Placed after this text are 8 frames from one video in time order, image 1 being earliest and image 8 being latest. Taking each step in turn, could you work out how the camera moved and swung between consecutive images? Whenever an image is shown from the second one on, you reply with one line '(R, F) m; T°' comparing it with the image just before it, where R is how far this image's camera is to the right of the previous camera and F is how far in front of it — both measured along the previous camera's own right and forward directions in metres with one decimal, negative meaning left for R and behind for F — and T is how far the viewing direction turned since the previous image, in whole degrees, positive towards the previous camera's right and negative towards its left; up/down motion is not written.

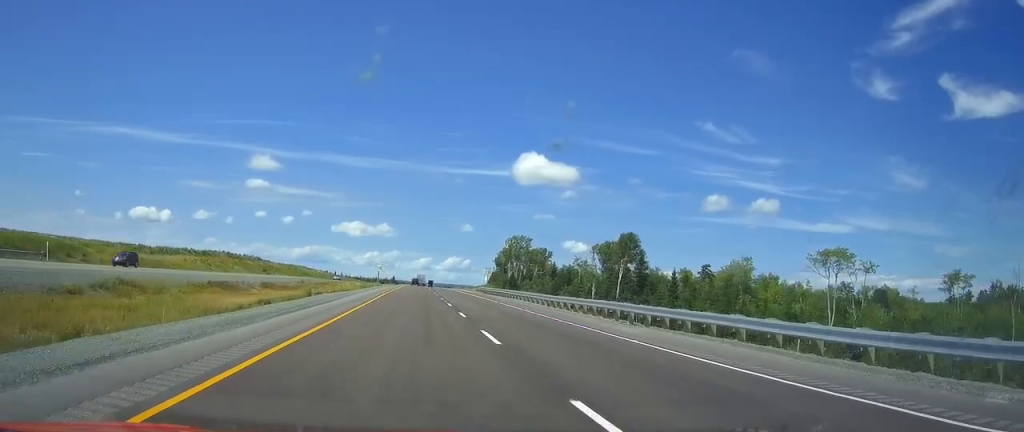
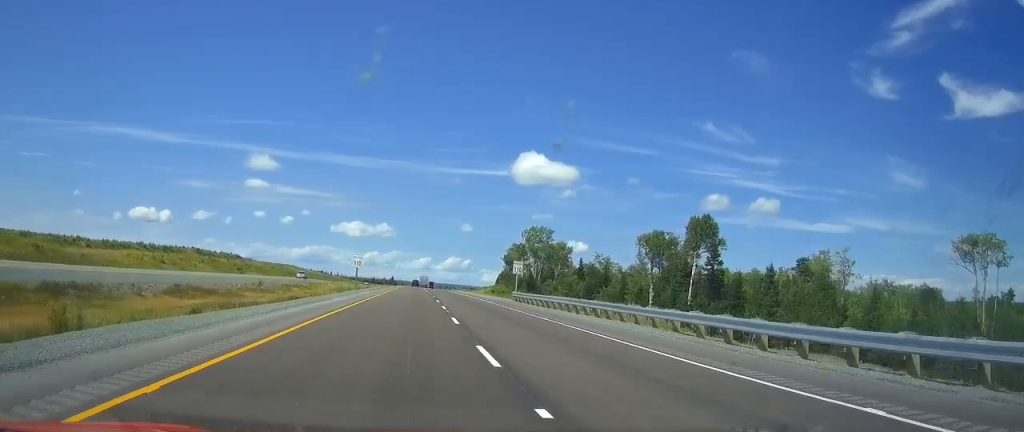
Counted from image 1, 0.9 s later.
(+0.1, +30.6) m; 0°
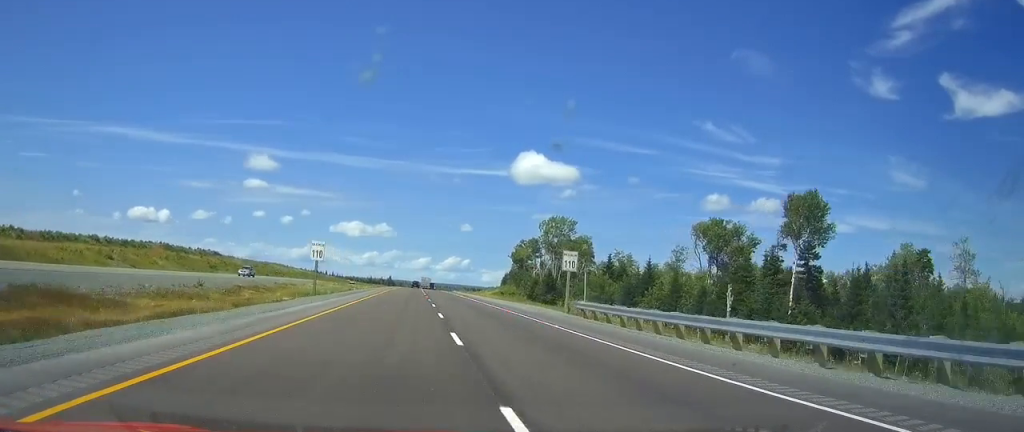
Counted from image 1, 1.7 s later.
(0.0, +24.0) m; 0°
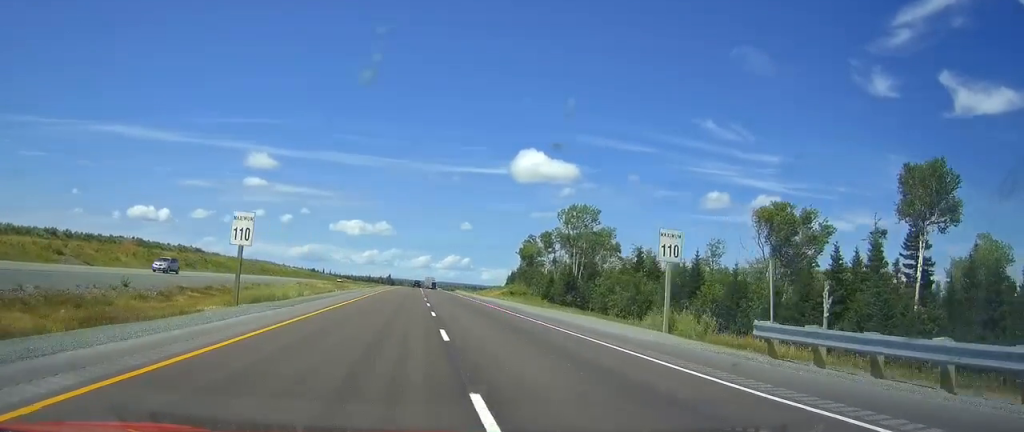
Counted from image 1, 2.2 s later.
(0.0, +17.5) m; 0°
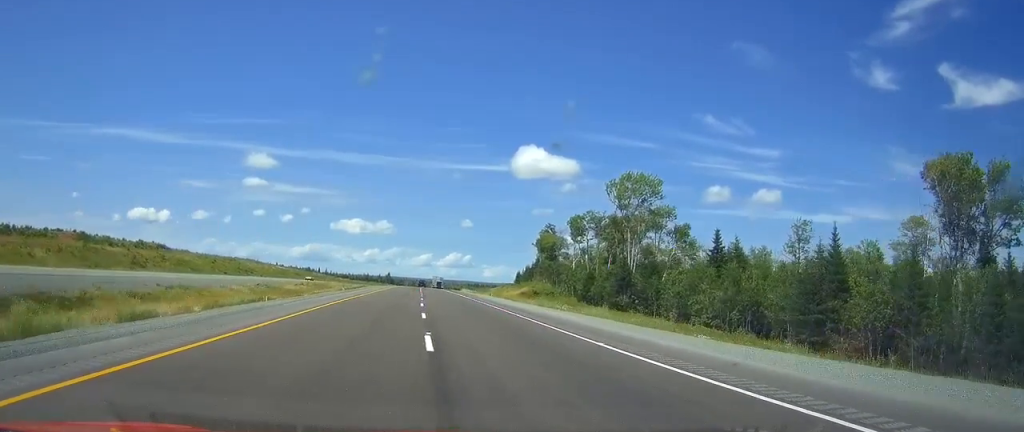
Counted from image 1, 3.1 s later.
(+0.1, +29.5) m; 0°
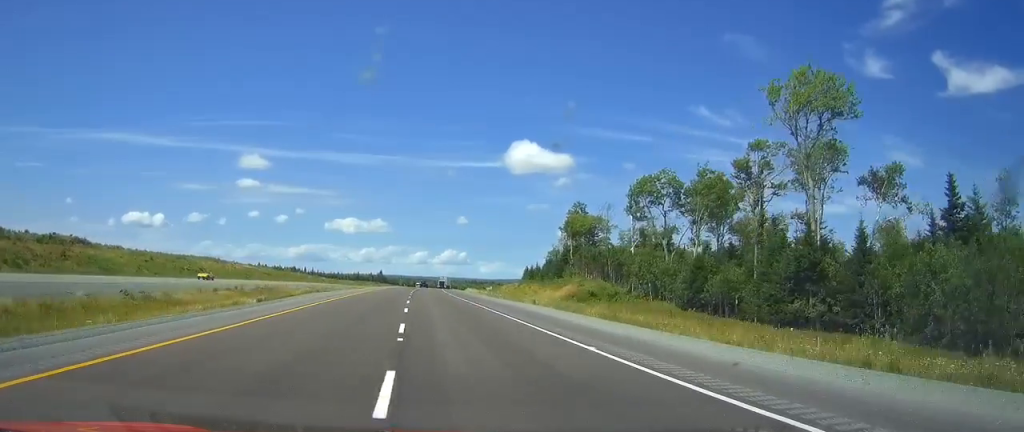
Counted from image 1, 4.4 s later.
(0.0, +41.7) m; 0°
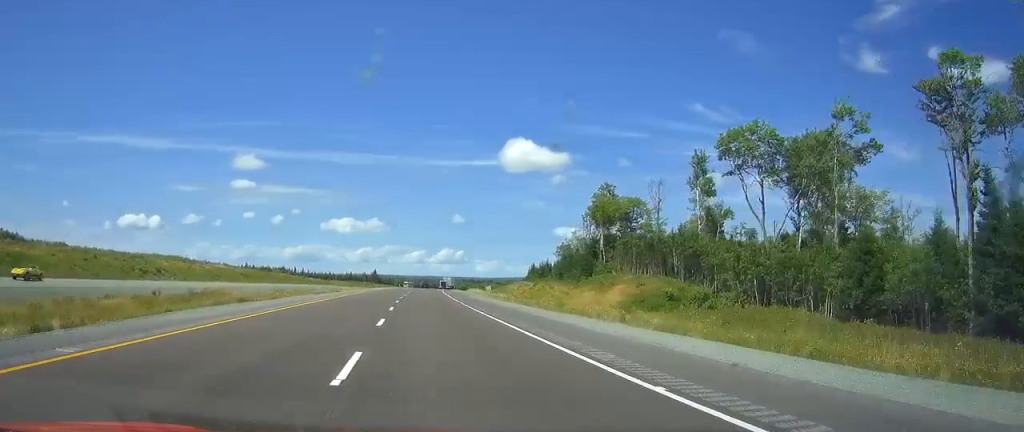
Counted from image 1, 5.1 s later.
(0.0, +25.3) m; 0°
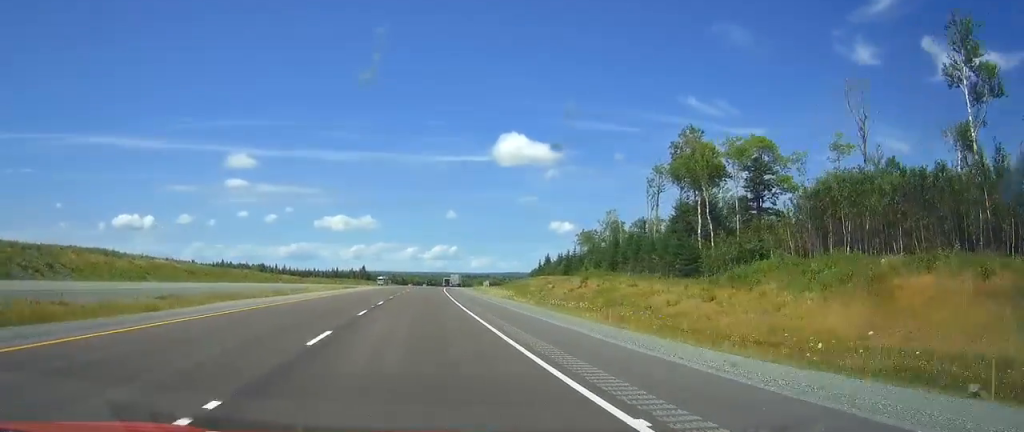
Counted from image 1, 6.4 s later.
(+0.2, +42.0) m; +1°
